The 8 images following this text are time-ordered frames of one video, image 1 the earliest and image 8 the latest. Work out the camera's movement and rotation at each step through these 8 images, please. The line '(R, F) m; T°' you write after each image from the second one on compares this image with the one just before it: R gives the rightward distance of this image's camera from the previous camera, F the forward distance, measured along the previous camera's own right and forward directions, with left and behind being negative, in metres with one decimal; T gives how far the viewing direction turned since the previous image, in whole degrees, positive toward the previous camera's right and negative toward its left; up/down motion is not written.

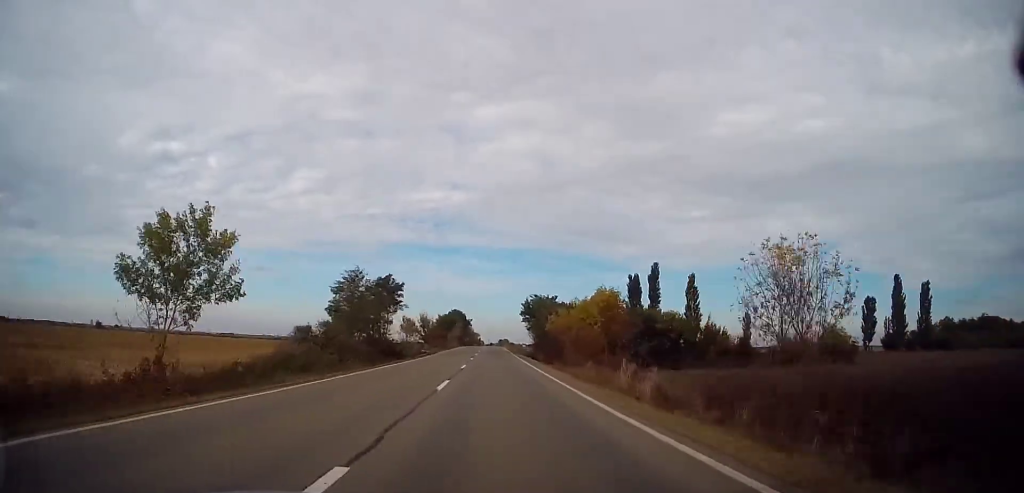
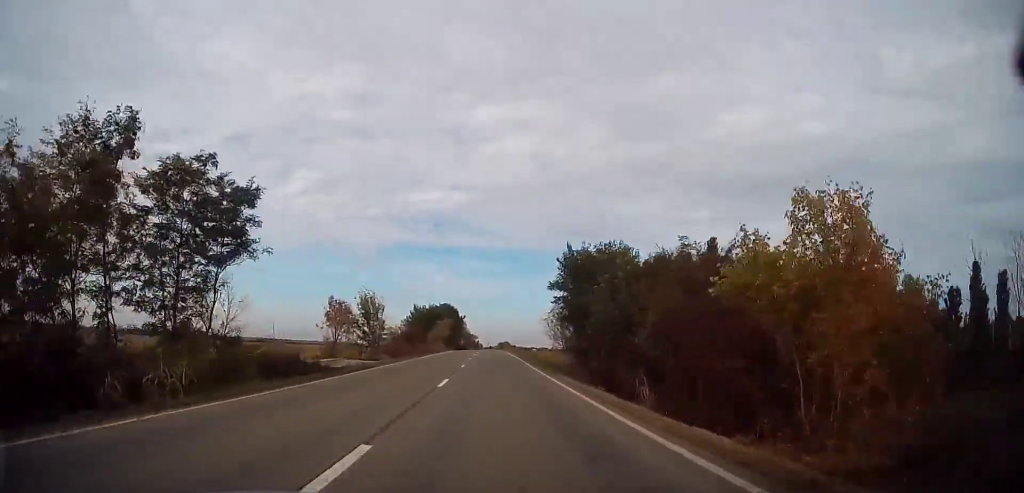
(+0.2, +33.0) m; 0°
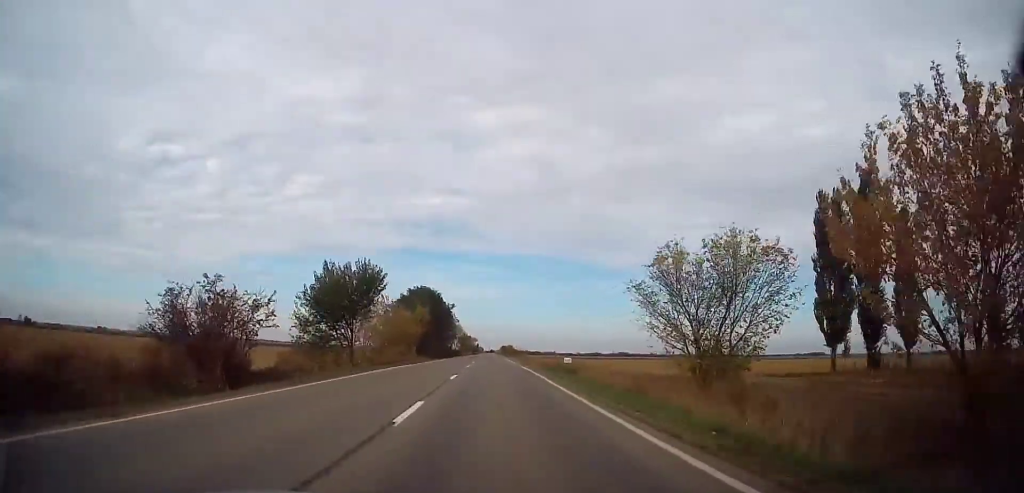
(0.0, +41.3) m; 0°
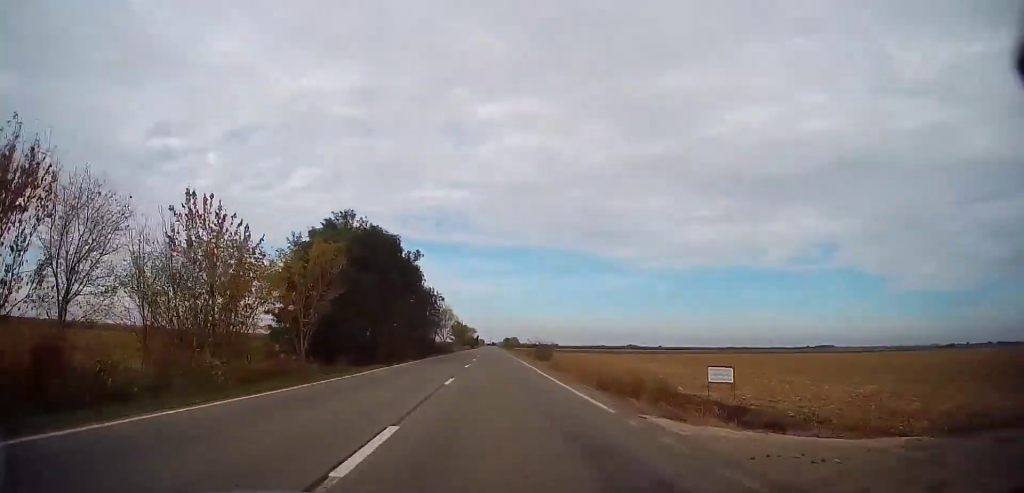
(+0.2, +38.1) m; 0°
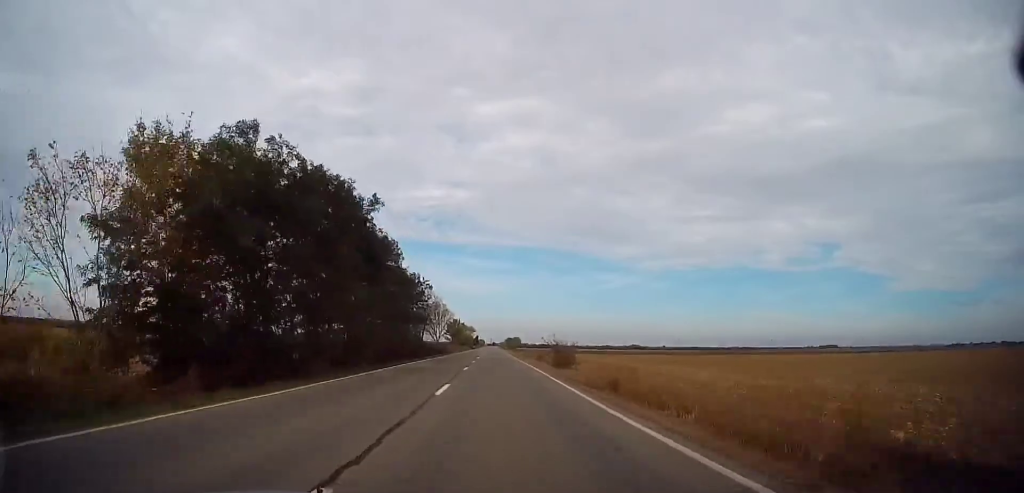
(-0.1, +14.5) m; 0°
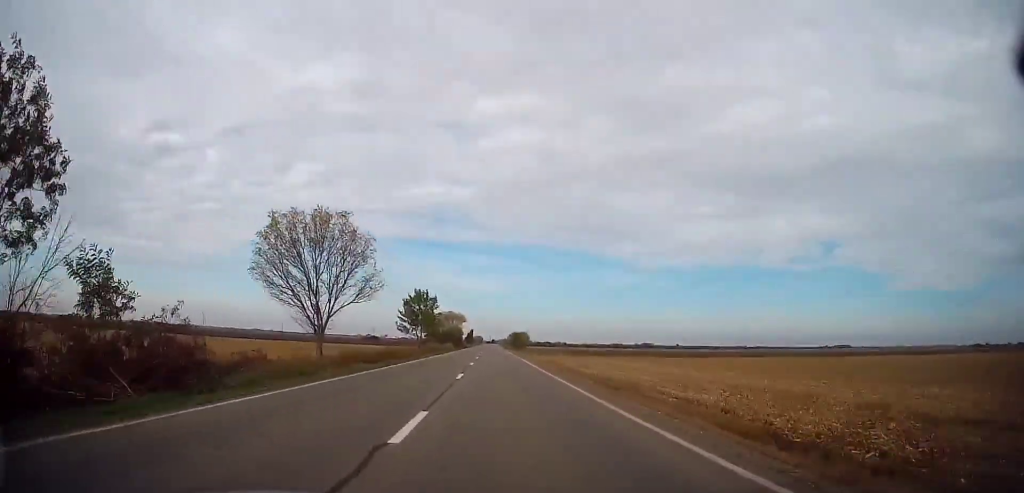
(-0.3, +63.7) m; 0°
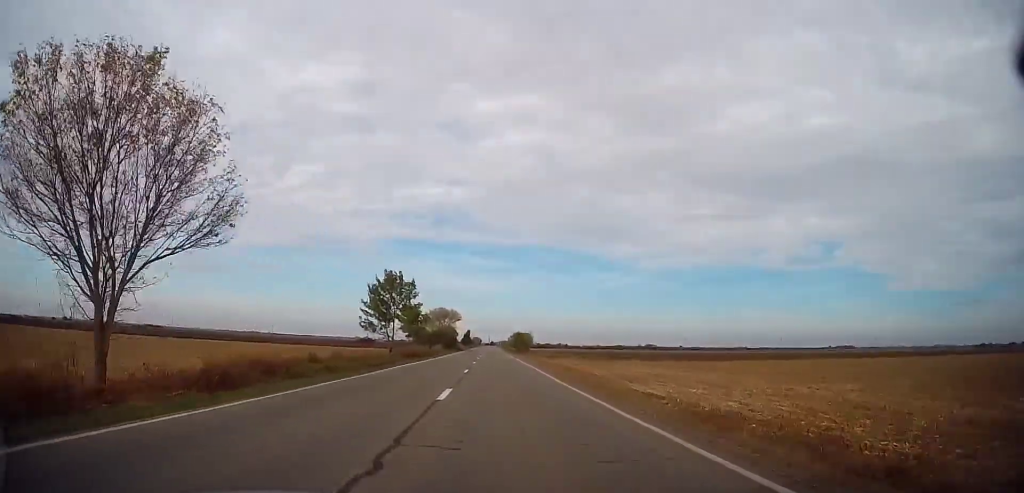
(+0.1, +17.9) m; 0°
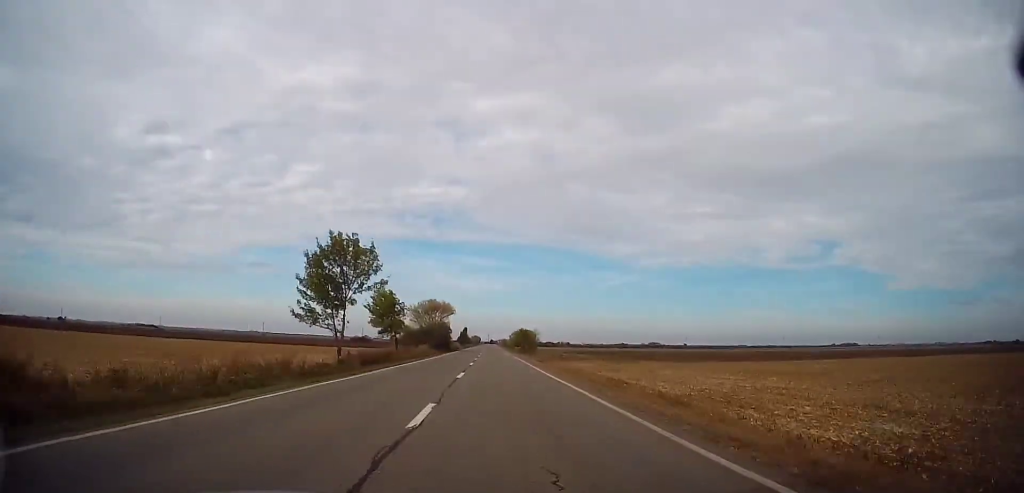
(+0.1, +15.8) m; 0°
